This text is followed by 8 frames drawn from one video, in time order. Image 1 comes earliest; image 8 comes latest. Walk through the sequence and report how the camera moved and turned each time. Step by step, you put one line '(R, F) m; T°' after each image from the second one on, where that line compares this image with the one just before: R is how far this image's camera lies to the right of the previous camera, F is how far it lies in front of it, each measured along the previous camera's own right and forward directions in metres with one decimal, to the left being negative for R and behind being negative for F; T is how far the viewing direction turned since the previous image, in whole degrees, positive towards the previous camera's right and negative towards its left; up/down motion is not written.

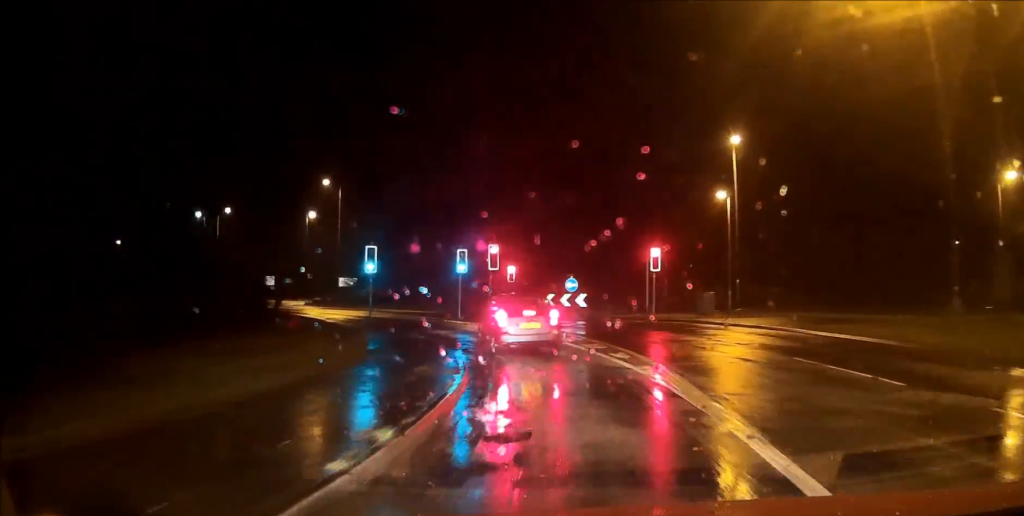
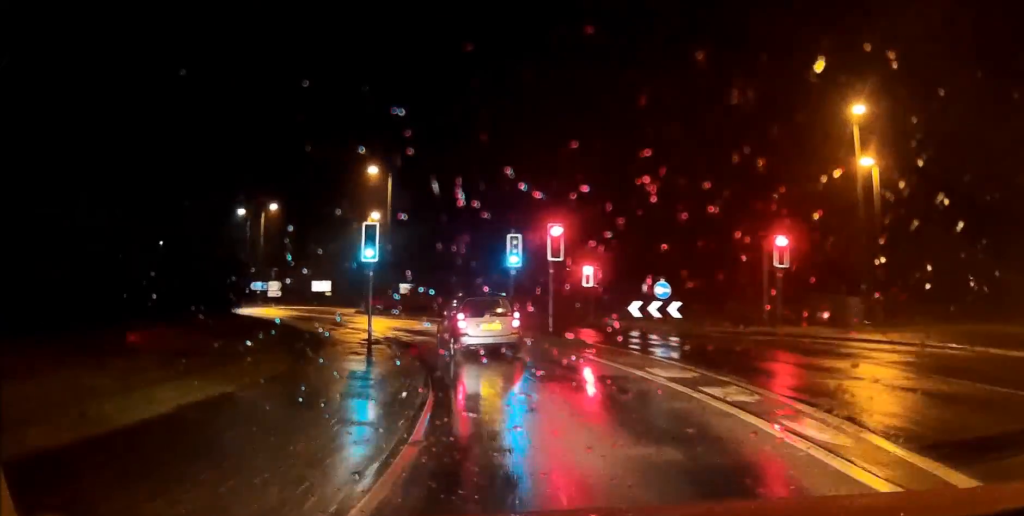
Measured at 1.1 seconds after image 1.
(-0.4, +10.8) m; -6°
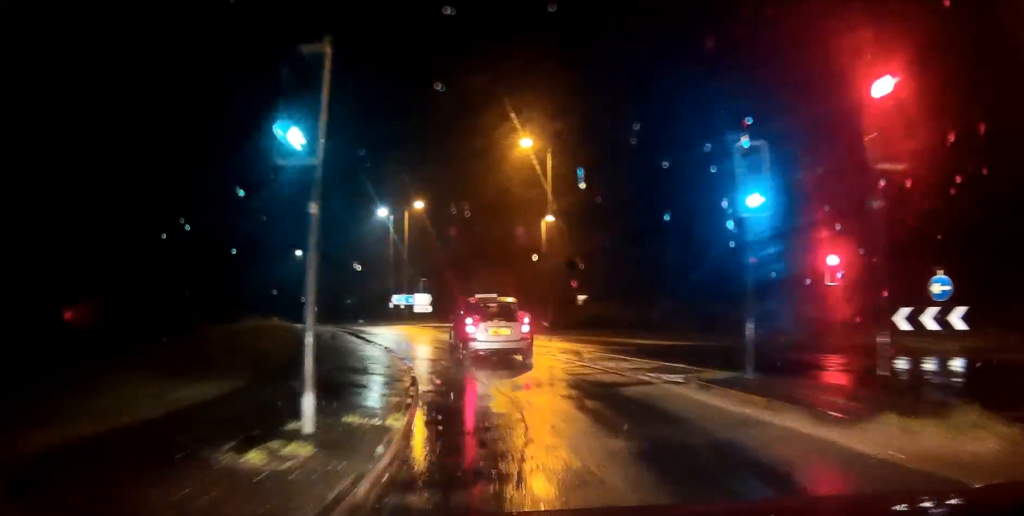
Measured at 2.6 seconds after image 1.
(-1.6, +15.3) m; -14°
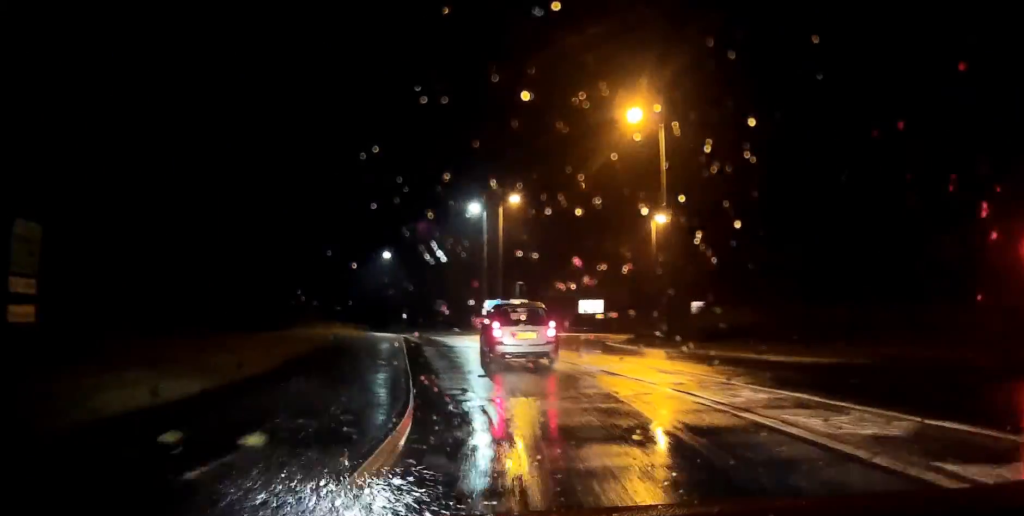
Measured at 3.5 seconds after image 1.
(-0.6, +8.1) m; -7°
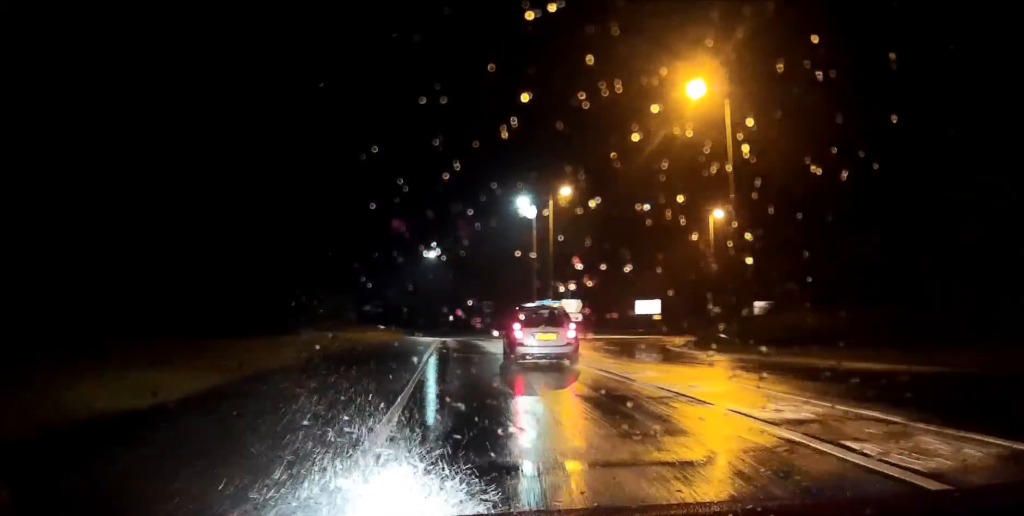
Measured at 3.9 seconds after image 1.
(-0.2, +4.7) m; -4°
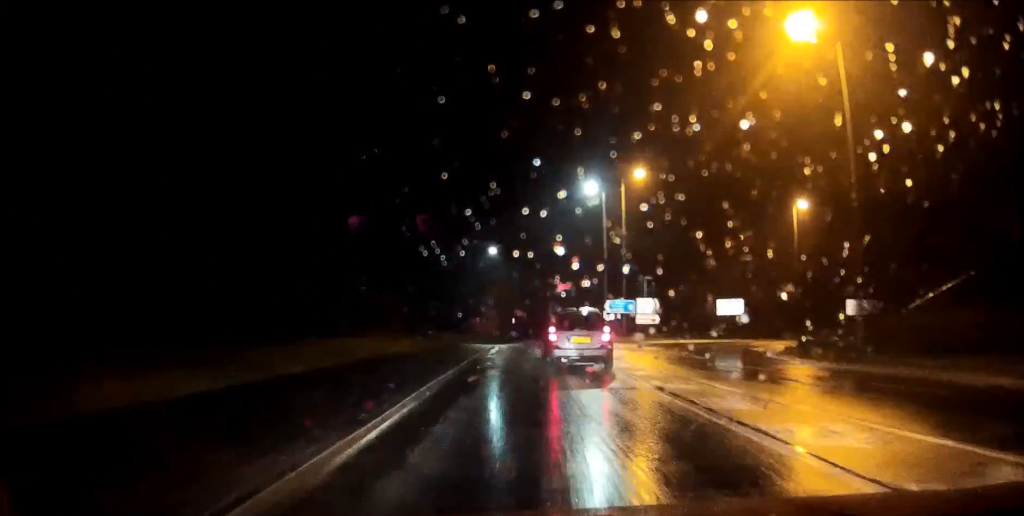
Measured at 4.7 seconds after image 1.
(-0.3, +8.0) m; -5°
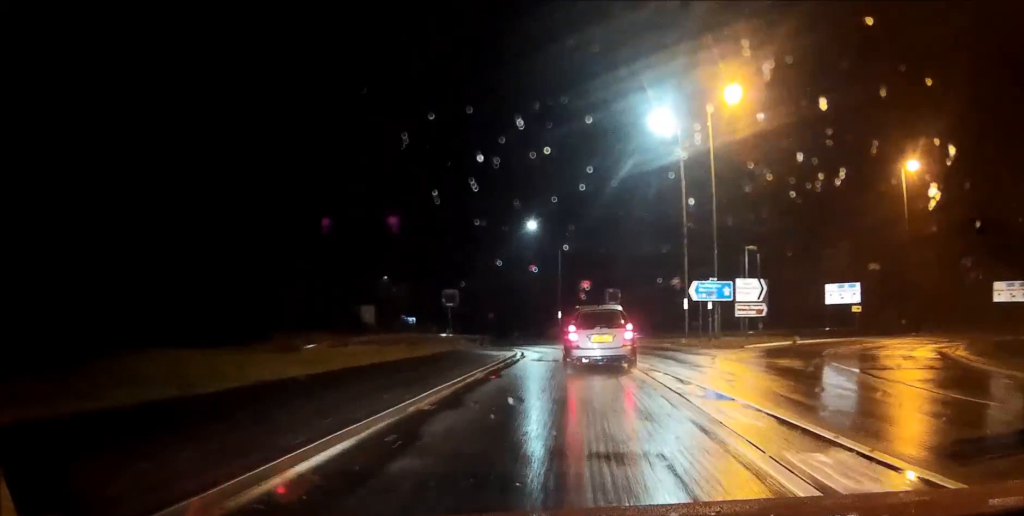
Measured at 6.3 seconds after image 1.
(-1.0, +18.1) m; -4°
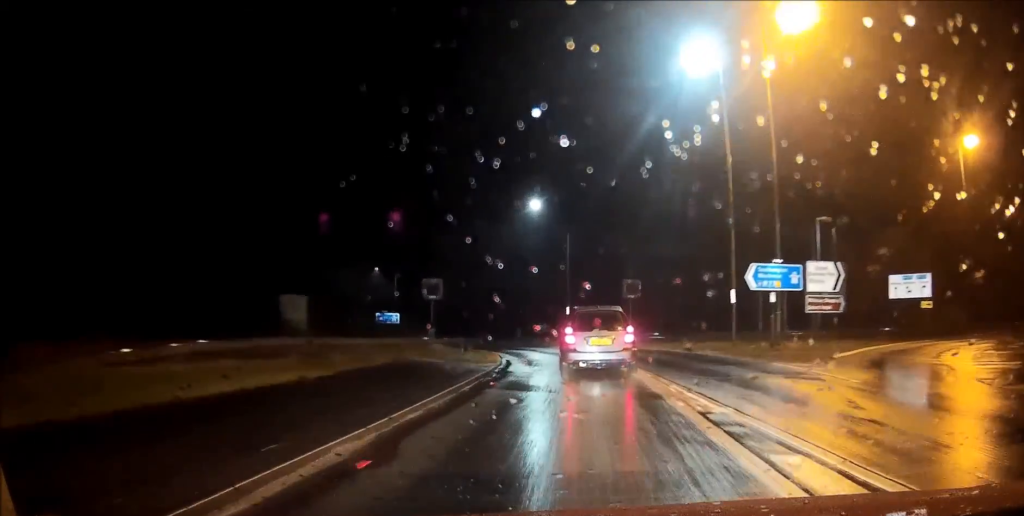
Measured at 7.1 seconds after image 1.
(-0.1, +10.1) m; -1°
